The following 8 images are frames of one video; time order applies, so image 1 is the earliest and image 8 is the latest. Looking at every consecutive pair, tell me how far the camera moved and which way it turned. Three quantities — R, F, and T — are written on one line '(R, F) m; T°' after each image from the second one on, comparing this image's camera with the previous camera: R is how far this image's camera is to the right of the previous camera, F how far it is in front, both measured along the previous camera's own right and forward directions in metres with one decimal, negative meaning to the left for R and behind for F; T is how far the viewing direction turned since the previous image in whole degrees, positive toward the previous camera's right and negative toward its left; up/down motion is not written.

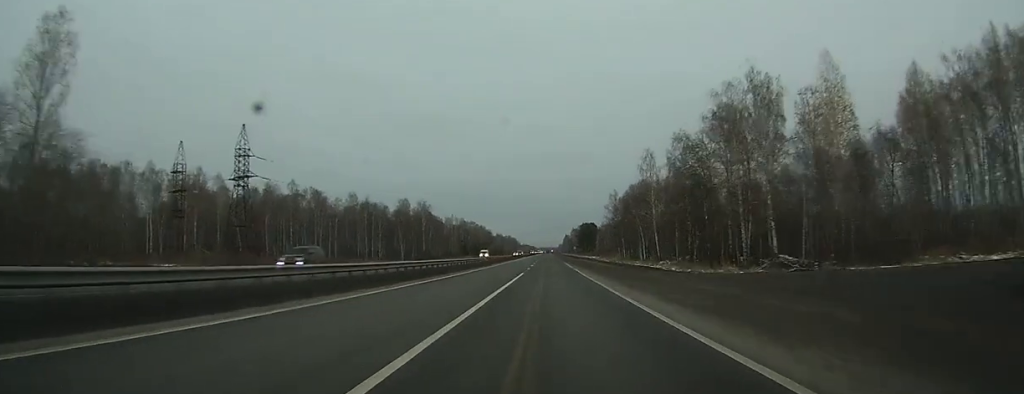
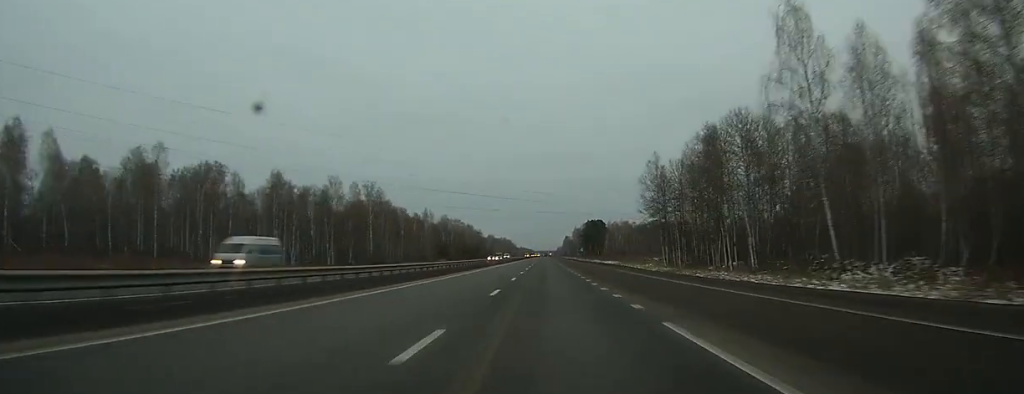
(+0.3, +66.3) m; 0°
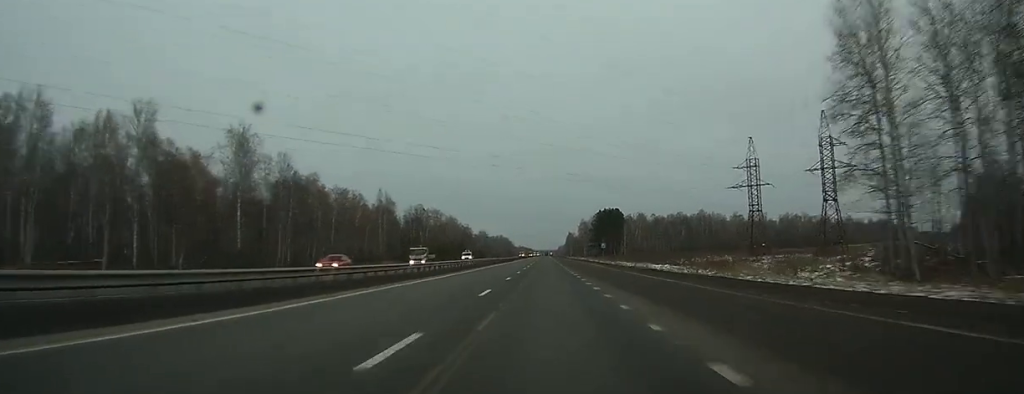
(0.0, +72.4) m; 0°
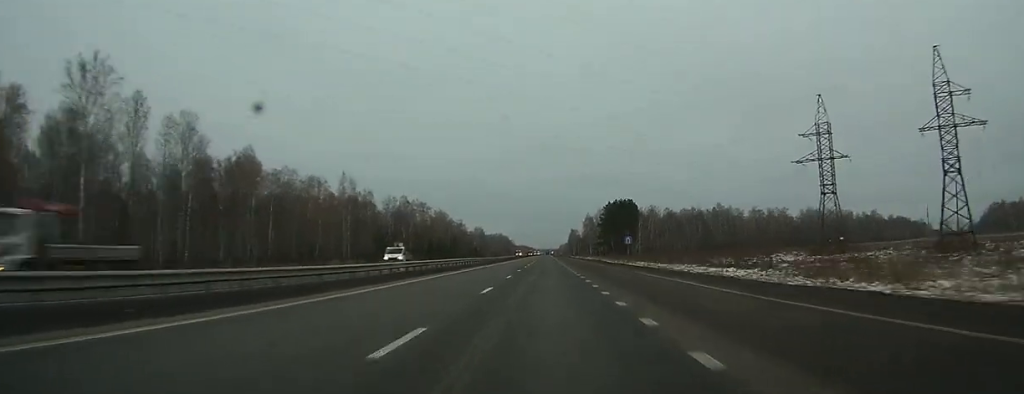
(0.0, +35.4) m; 0°
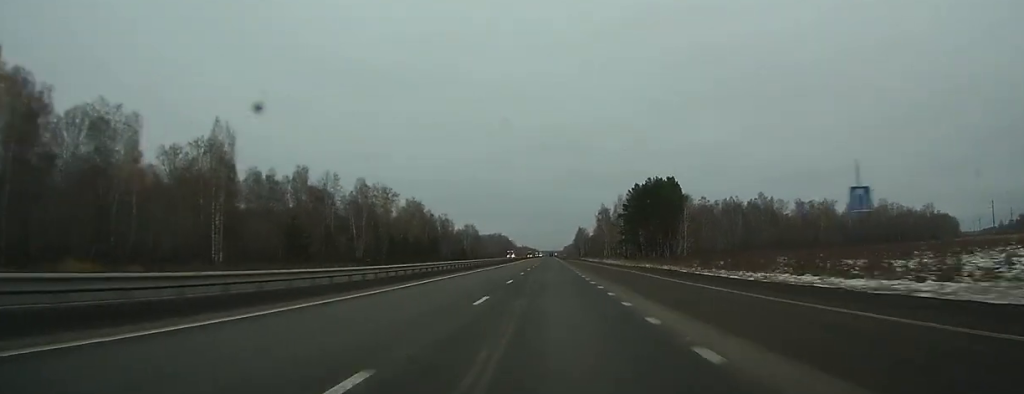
(0.0, +63.4) m; 0°
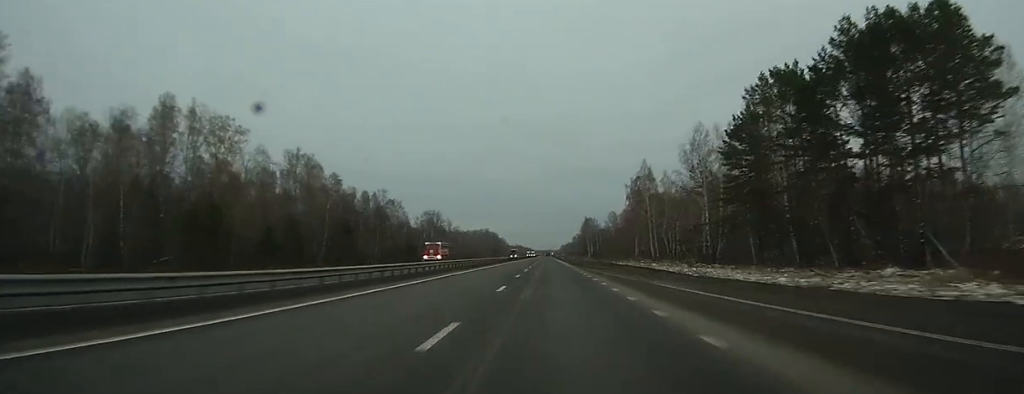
(+0.2, +102.2) m; 0°
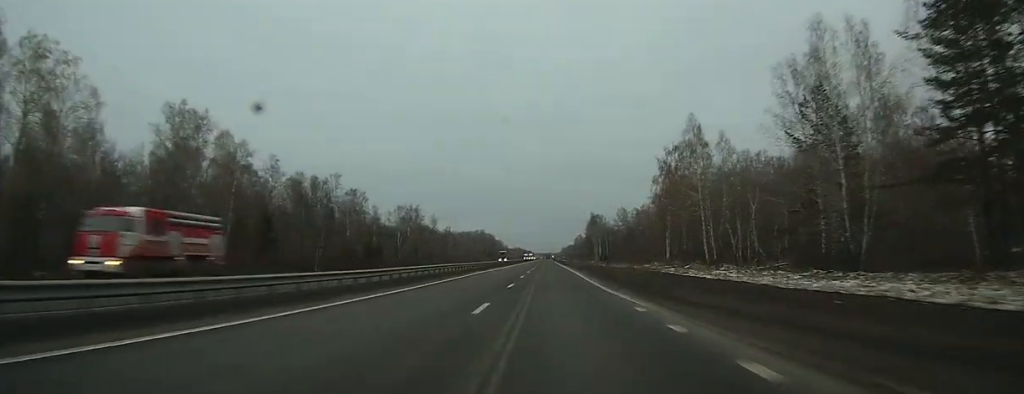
(+0.1, +42.5) m; 0°
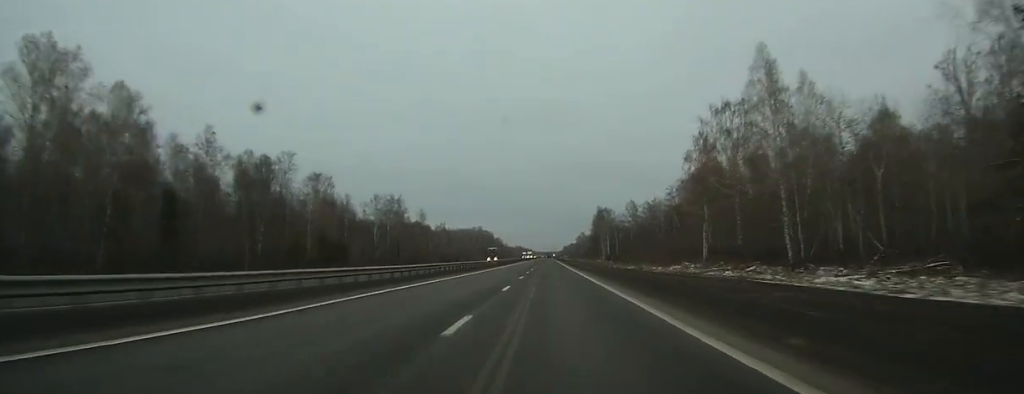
(0.0, +28.4) m; 0°
